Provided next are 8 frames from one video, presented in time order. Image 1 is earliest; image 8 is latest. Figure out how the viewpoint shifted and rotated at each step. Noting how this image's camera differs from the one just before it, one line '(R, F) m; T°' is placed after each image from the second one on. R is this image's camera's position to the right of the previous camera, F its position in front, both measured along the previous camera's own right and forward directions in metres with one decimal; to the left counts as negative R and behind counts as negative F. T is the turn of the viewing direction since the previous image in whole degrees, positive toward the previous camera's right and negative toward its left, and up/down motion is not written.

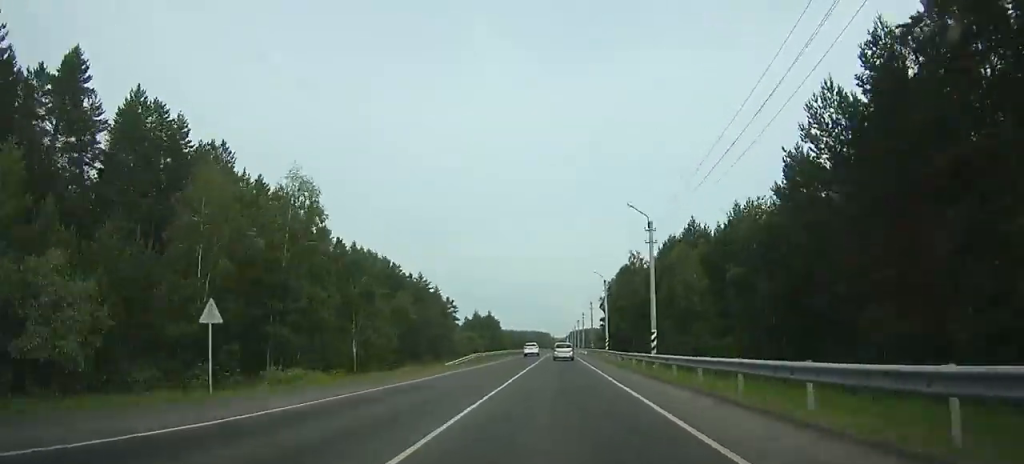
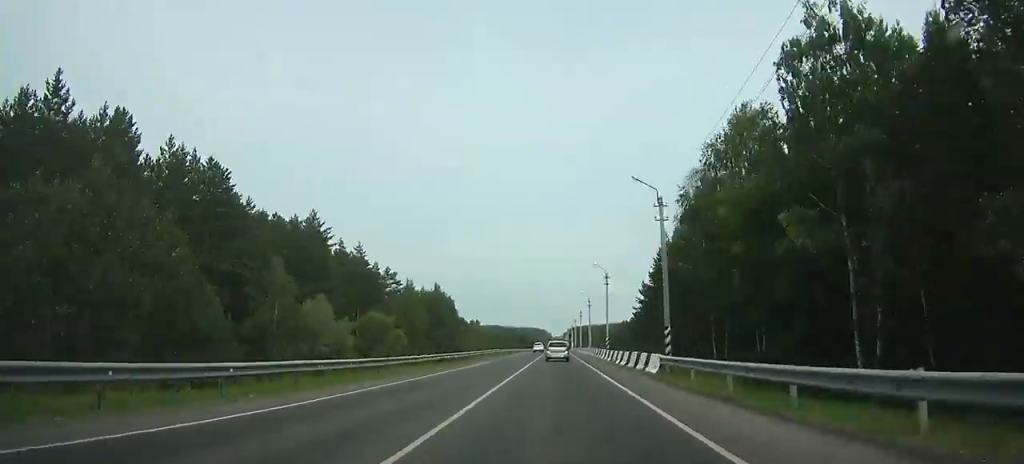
(+0.1, +61.0) m; 0°
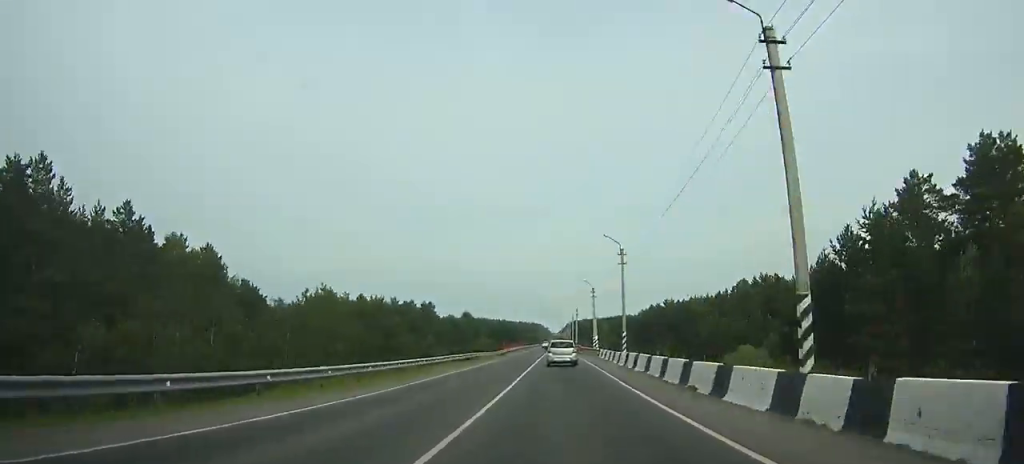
(+0.8, +108.6) m; +1°
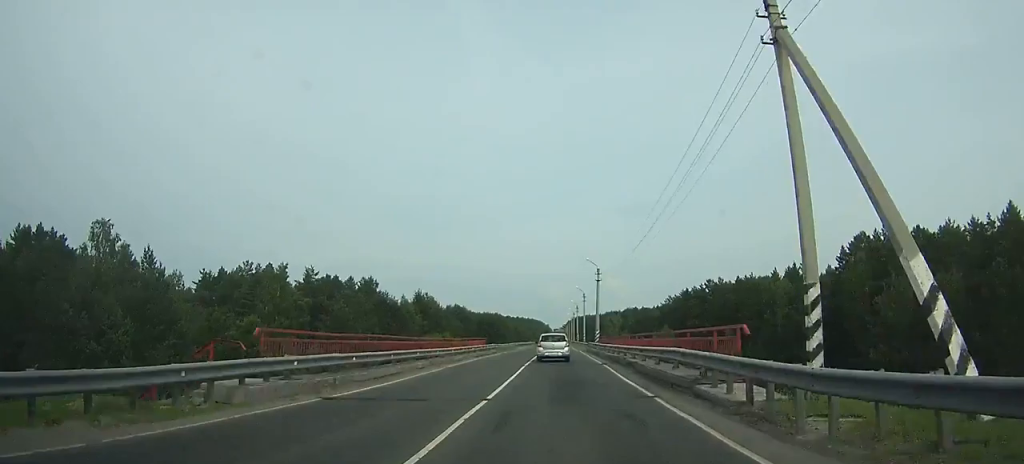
(+0.2, +62.6) m; 0°
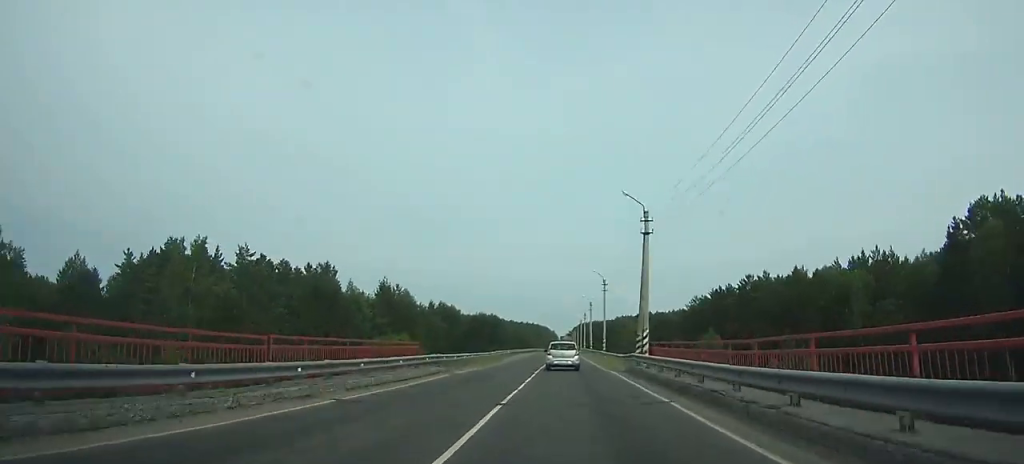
(-0.2, +28.2) m; 0°
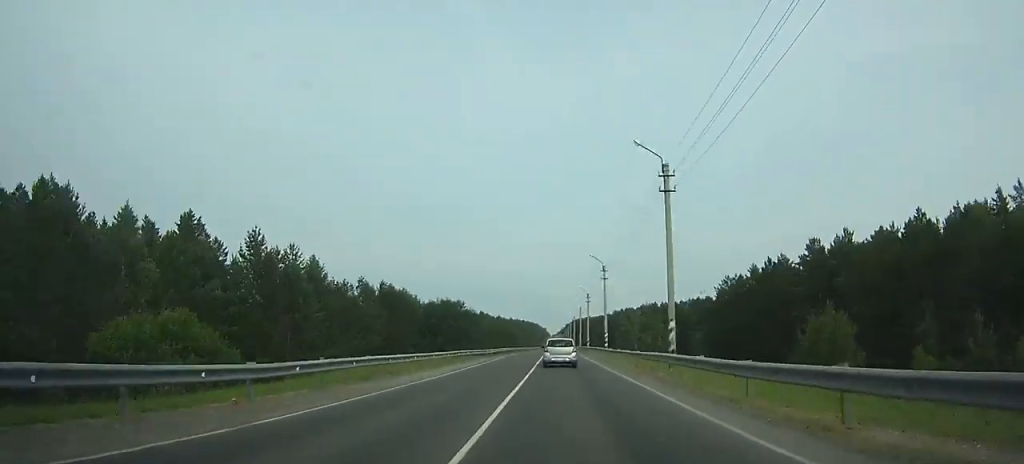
(-0.1, +37.4) m; 0°
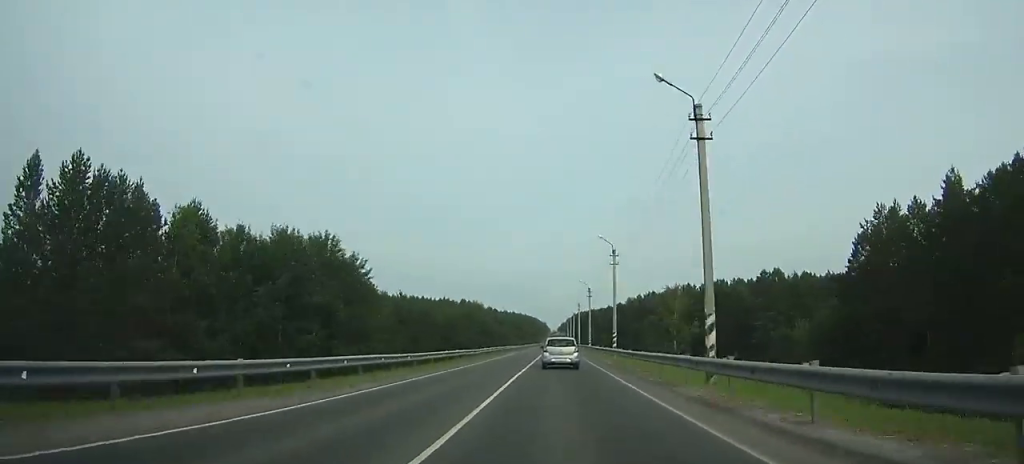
(0.0, +61.8) m; 0°
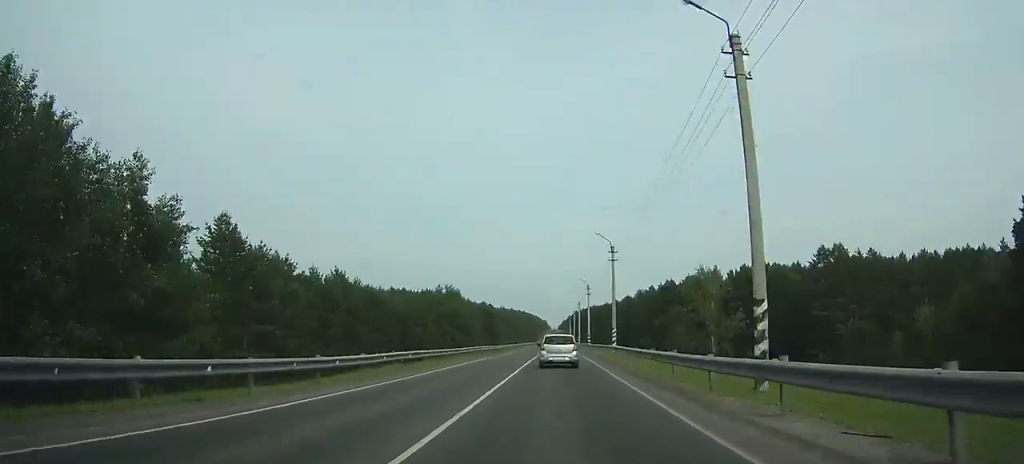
(+0.1, +31.1) m; 0°
